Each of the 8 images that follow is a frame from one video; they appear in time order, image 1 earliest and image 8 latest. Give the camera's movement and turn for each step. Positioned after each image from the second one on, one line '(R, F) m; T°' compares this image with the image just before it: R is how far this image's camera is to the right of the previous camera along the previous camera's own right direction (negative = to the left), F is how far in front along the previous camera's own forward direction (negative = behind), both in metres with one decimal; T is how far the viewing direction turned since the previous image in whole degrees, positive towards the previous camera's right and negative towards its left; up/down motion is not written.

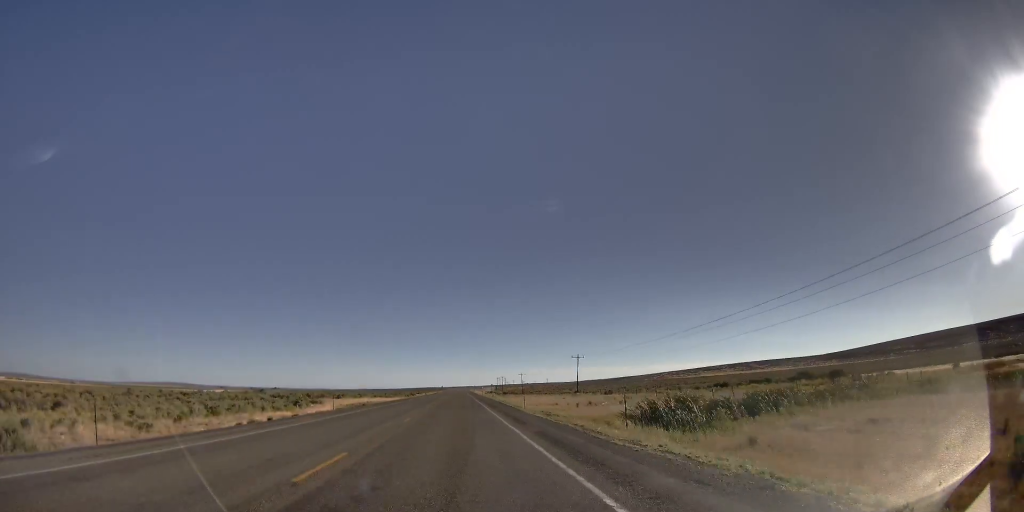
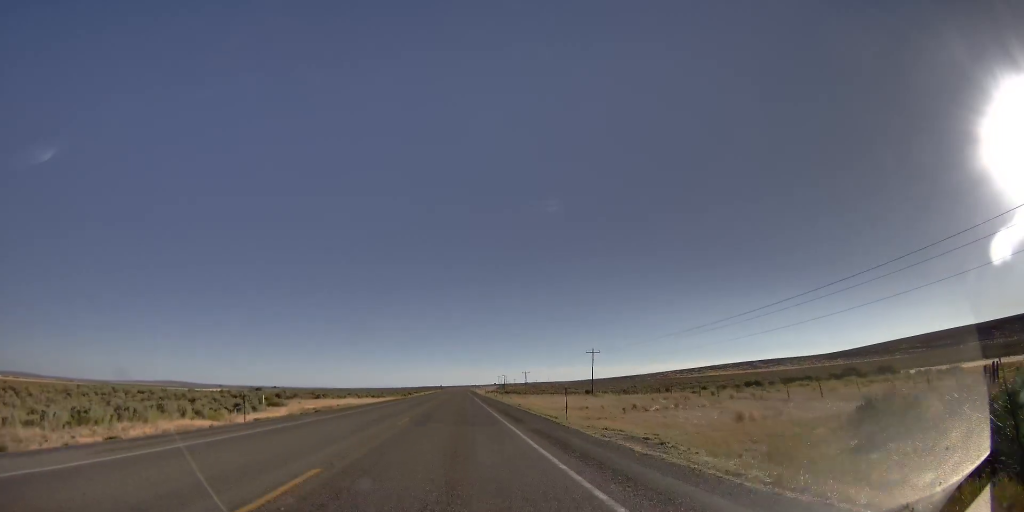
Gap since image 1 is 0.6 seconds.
(+0.2, +17.9) m; 0°
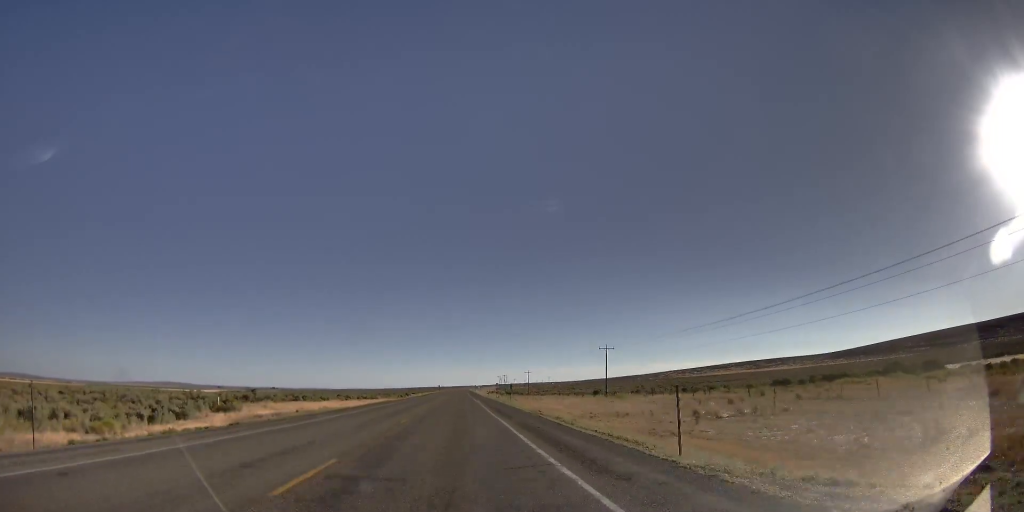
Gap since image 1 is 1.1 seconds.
(0.0, +13.9) m; -1°
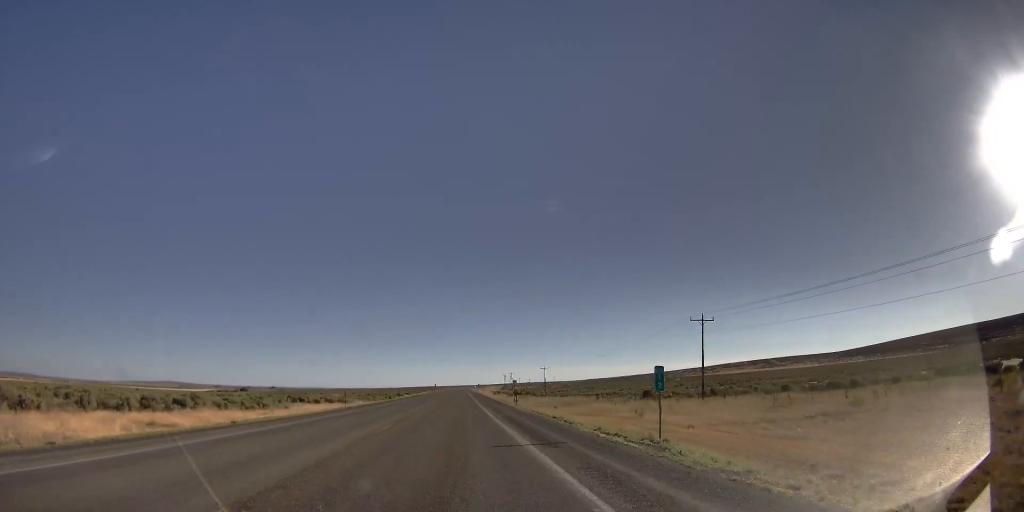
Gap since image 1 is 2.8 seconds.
(-1.6, +50.5) m; -1°
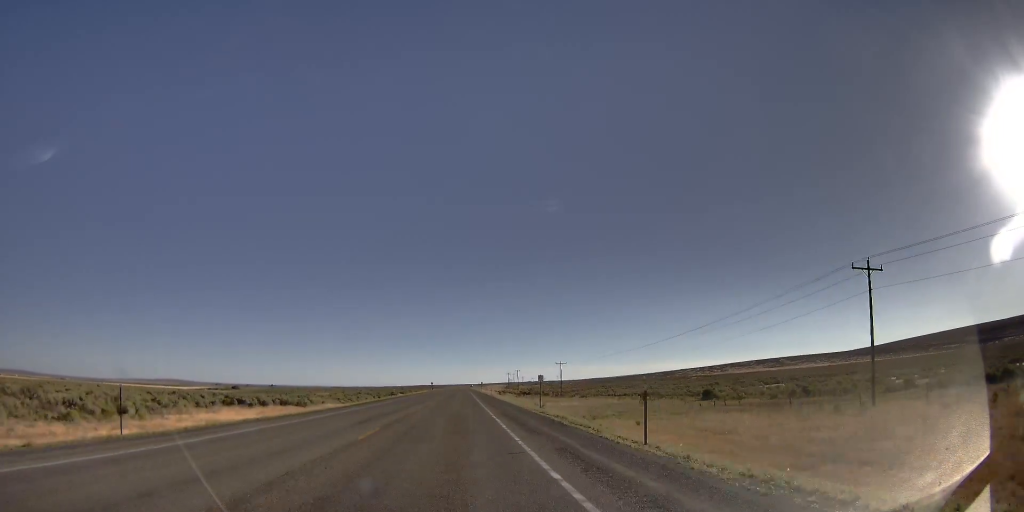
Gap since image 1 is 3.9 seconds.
(+1.1, +33.9) m; +1°
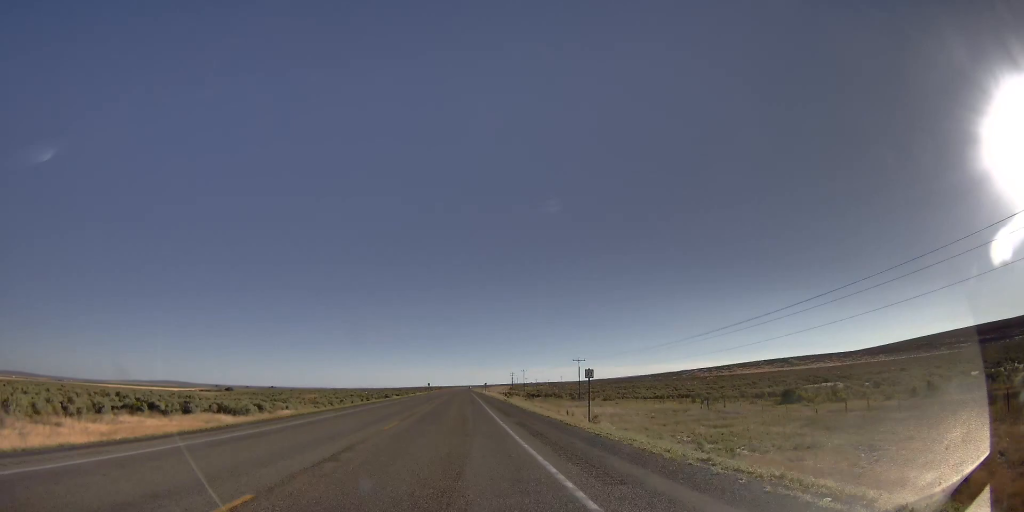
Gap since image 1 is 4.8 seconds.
(-0.2, +26.8) m; -1°
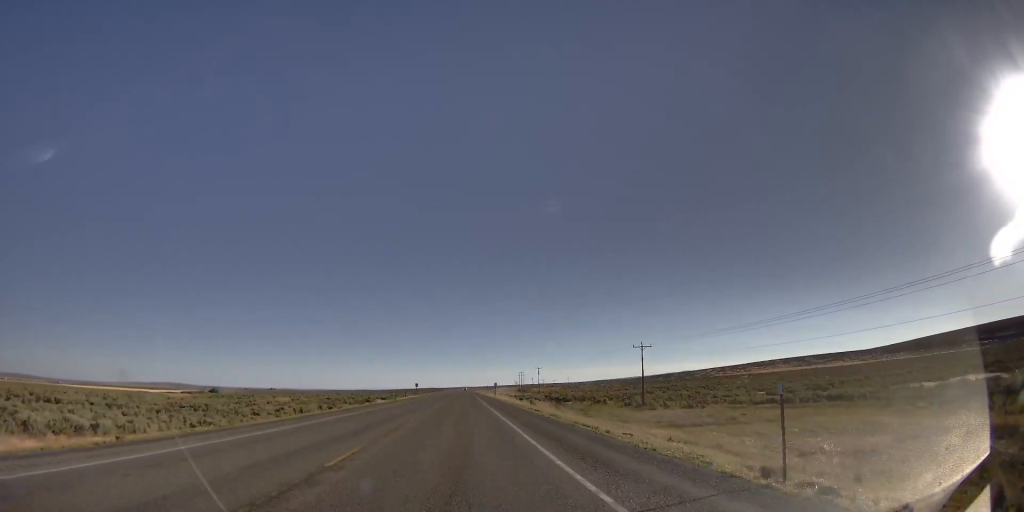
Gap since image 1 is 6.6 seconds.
(-0.1, +54.0) m; +1°
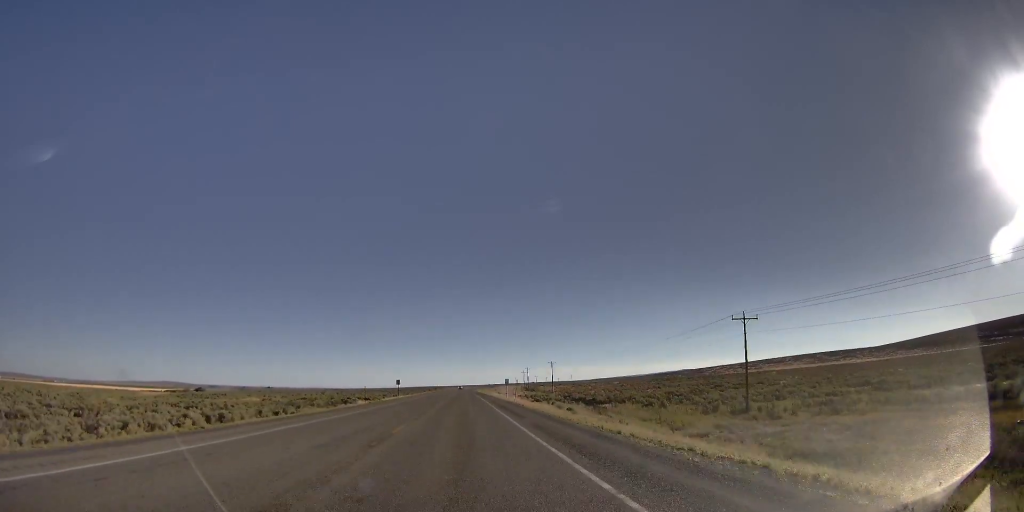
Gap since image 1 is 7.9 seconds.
(0.0, +38.1) m; -1°
